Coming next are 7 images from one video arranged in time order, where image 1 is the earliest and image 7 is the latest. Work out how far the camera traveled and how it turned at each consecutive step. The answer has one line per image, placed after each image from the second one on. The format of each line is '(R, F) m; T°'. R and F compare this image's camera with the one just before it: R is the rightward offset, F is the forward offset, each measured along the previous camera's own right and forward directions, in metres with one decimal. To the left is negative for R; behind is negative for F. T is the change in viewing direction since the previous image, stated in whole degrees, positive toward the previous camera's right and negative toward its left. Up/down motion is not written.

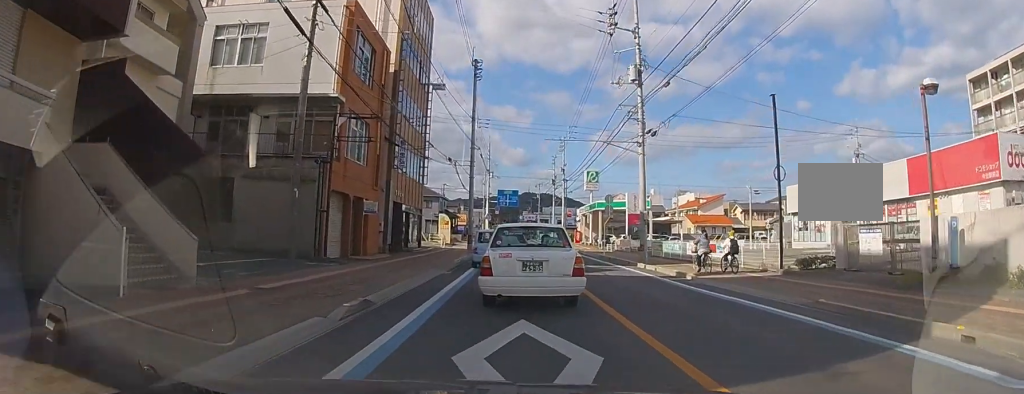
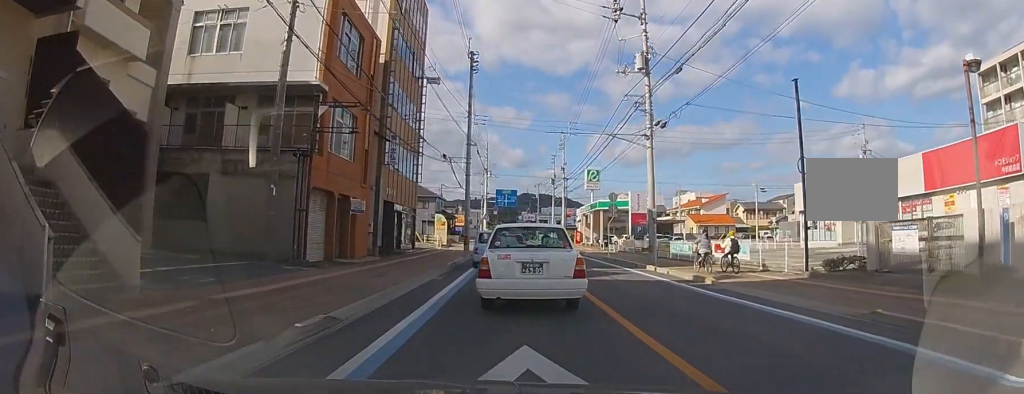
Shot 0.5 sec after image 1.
(0.0, +1.8) m; -2°
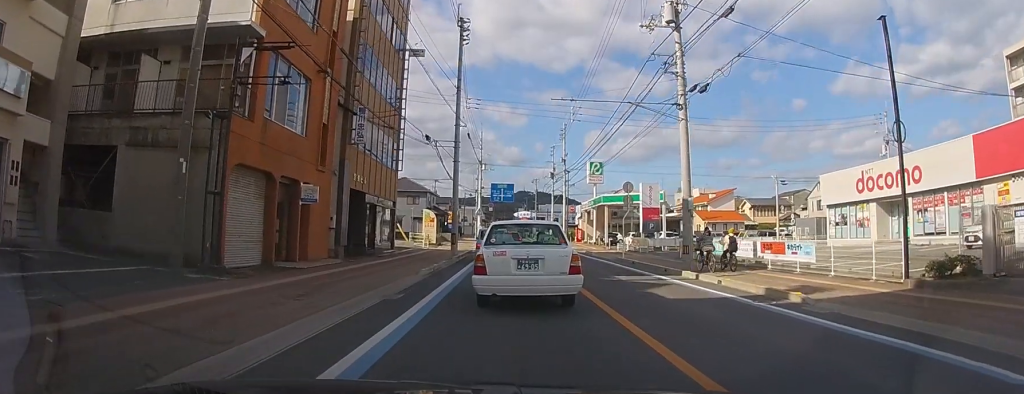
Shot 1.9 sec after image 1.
(-0.2, +5.4) m; -1°
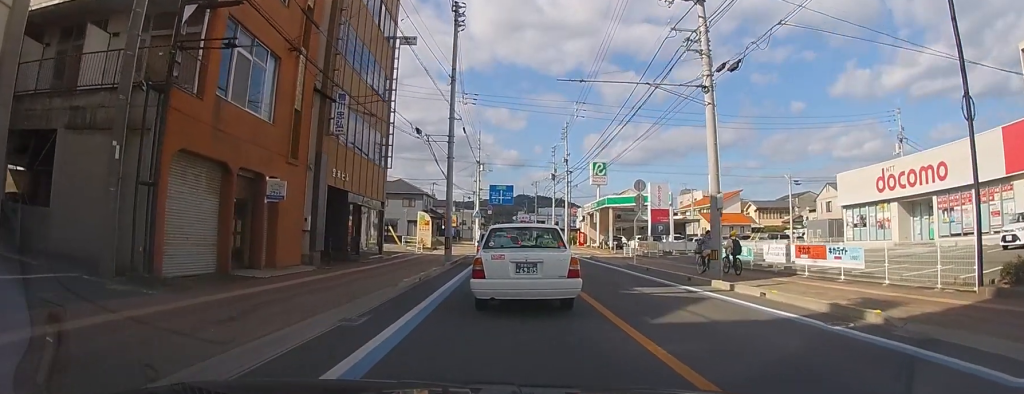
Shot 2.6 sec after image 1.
(+0.1, +2.6) m; +2°
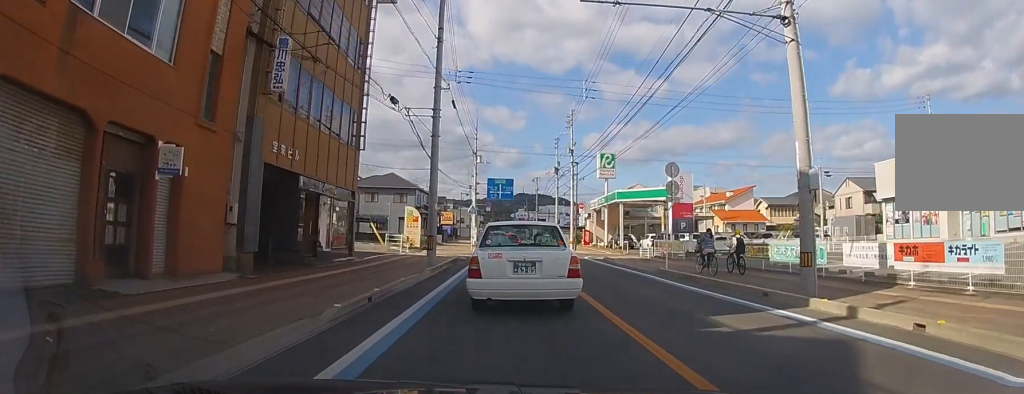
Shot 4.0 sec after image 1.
(+0.1, +5.1) m; +1°
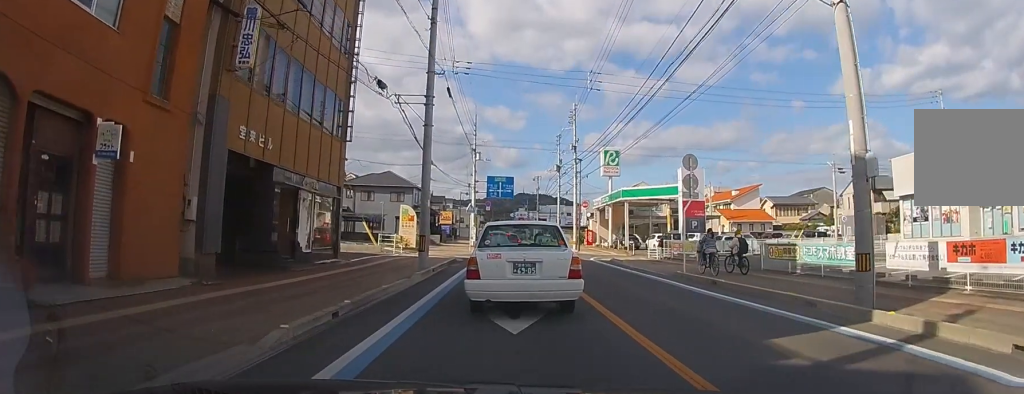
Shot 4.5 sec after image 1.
(0.0, +1.8) m; 0°
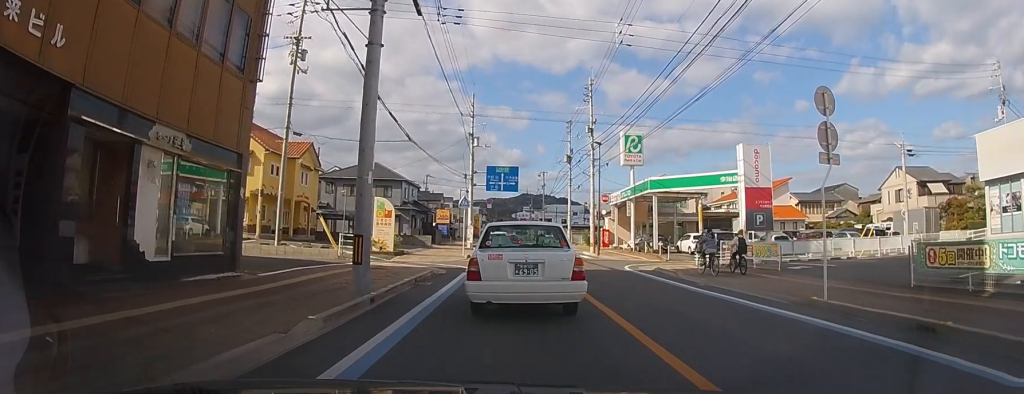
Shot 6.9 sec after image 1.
(+0.1, +8.2) m; +1°
